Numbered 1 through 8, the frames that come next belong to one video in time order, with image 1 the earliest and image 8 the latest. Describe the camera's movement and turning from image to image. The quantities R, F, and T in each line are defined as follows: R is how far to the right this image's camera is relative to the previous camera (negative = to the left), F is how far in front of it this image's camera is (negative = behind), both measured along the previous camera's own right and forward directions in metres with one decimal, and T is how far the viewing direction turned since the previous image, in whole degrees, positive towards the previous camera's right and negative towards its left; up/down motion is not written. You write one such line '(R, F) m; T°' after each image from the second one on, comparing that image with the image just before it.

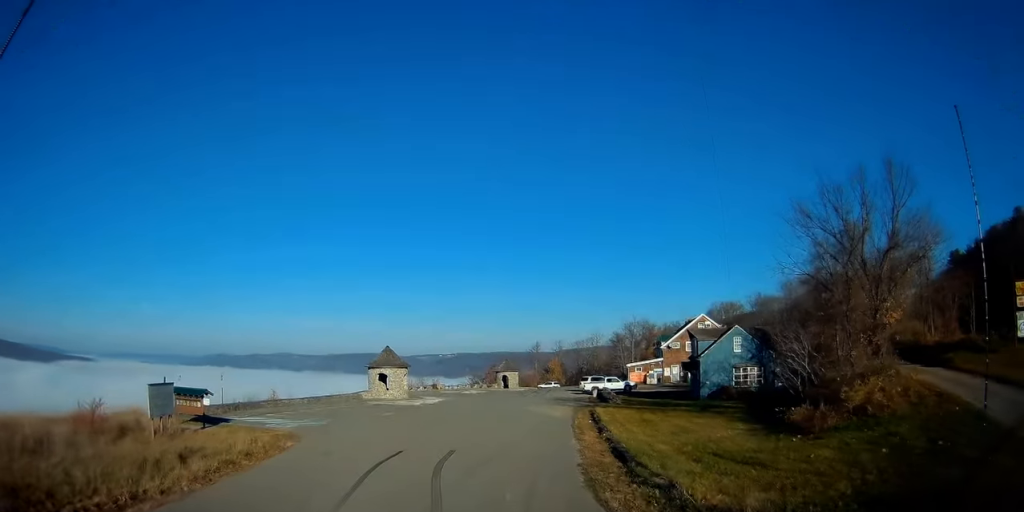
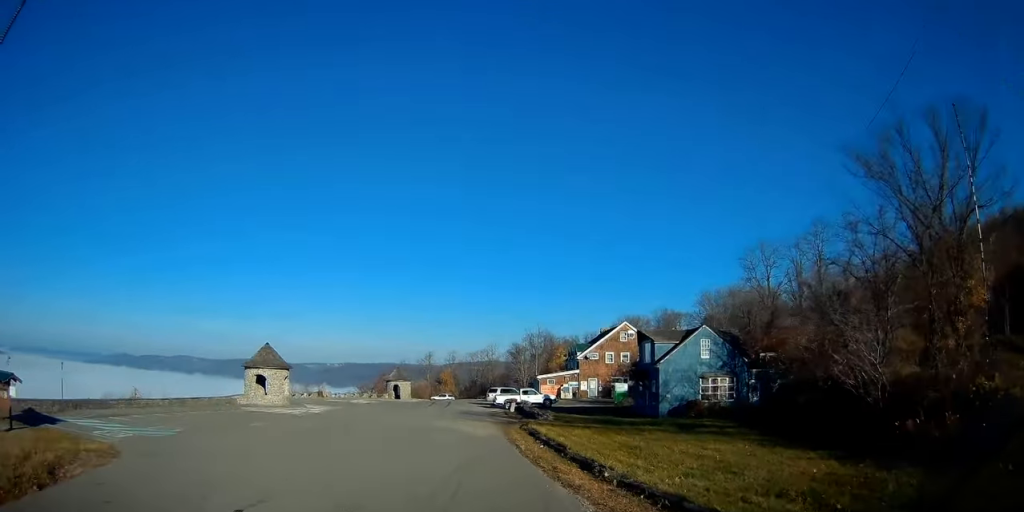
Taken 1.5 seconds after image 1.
(+1.1, +9.4) m; +12°
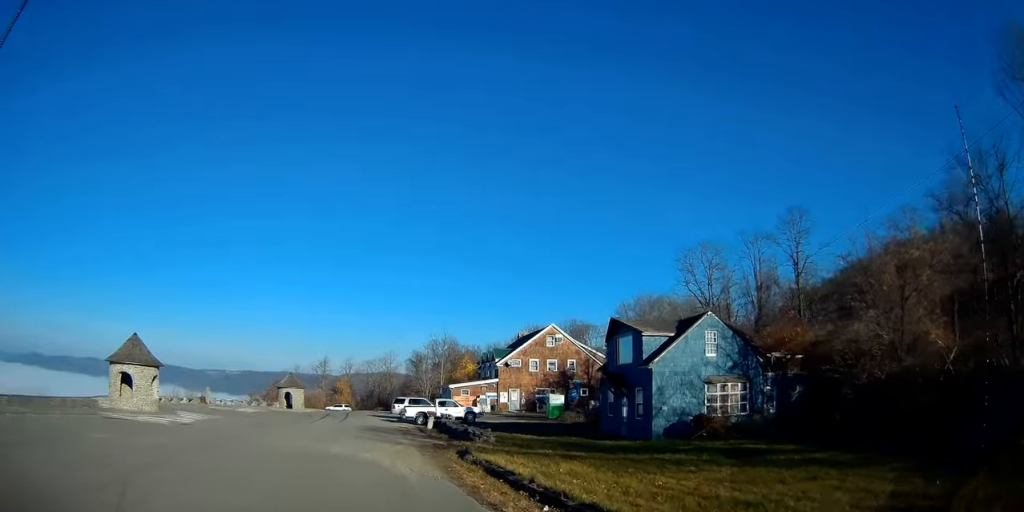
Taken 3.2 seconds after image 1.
(+1.1, +10.9) m; +10°
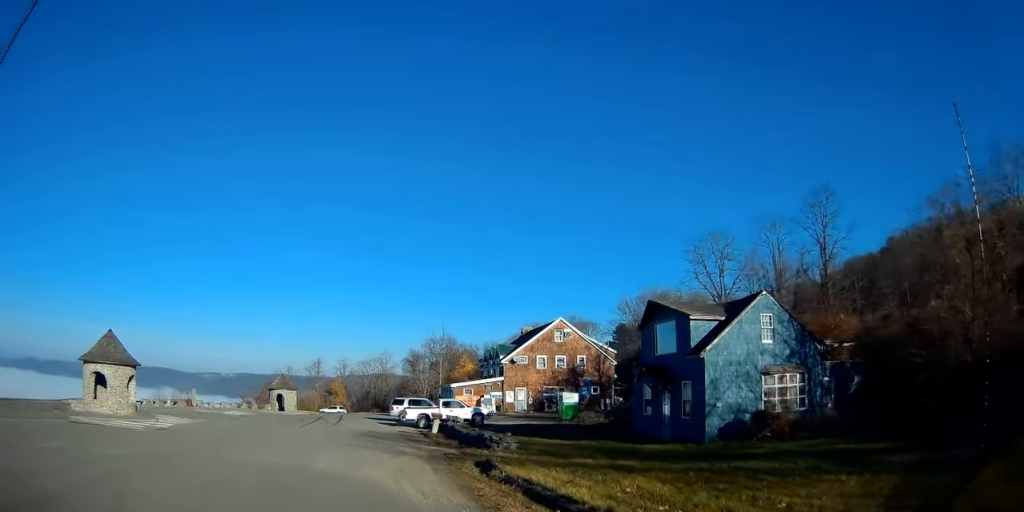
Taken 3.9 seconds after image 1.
(+0.1, +4.3) m; 0°
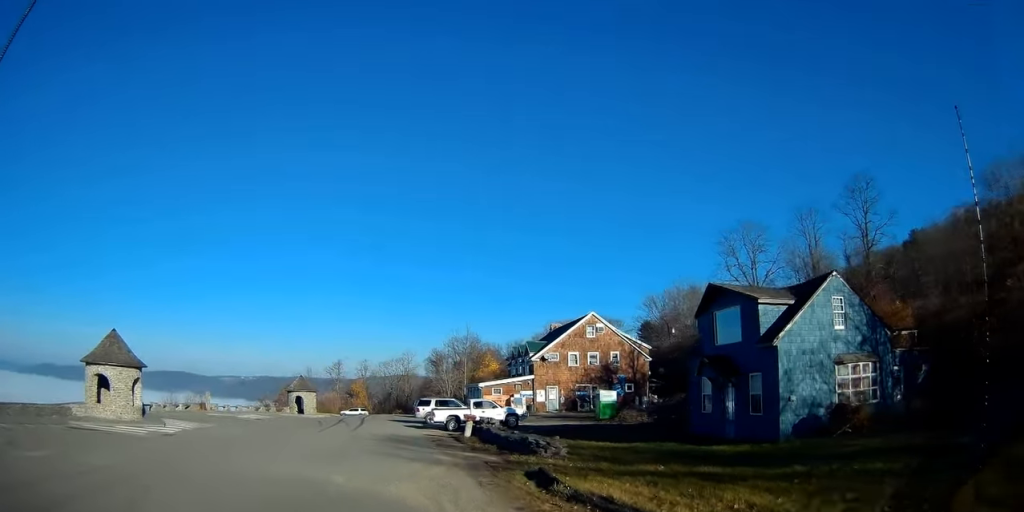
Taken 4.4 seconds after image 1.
(+0.1, +2.9) m; -1°
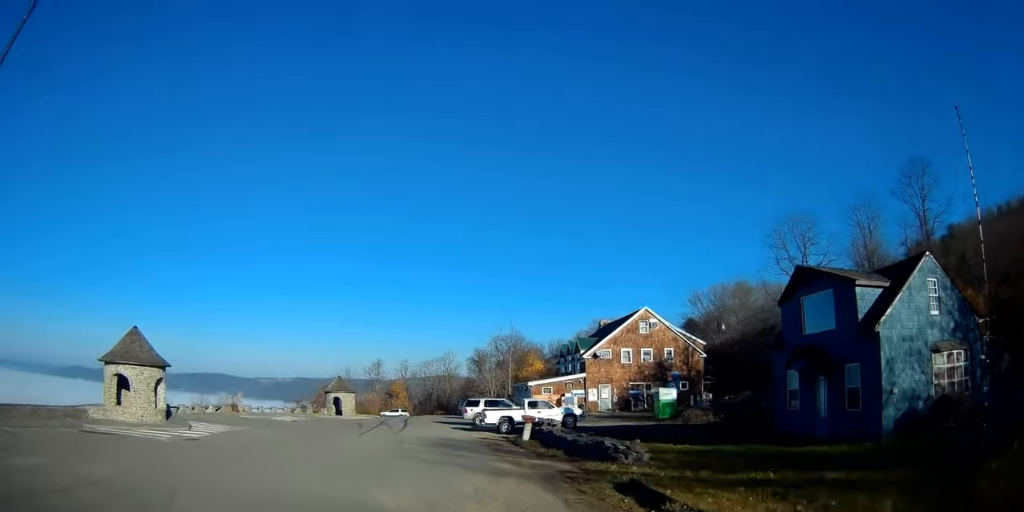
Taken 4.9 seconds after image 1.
(-0.1, +2.7) m; -5°
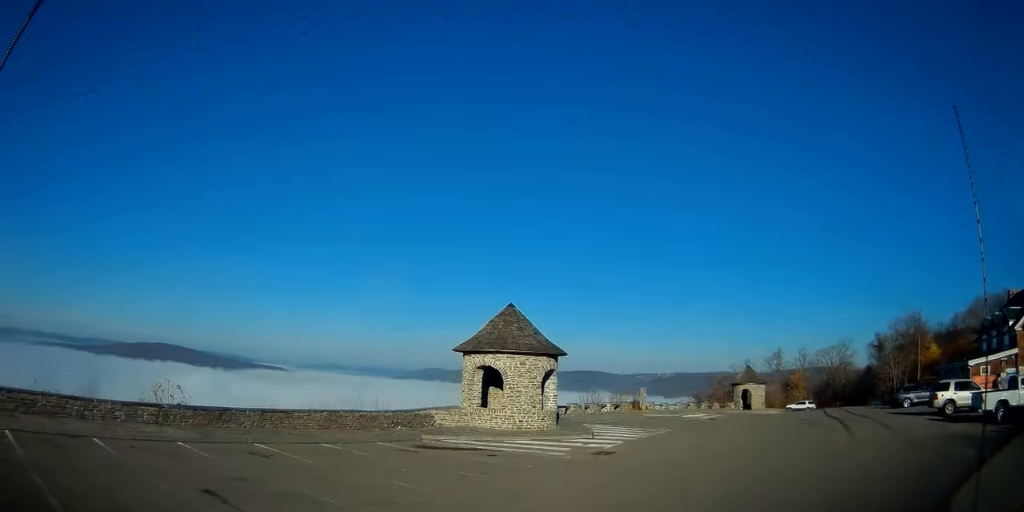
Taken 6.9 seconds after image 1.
(-2.0, +10.1) m; -30°
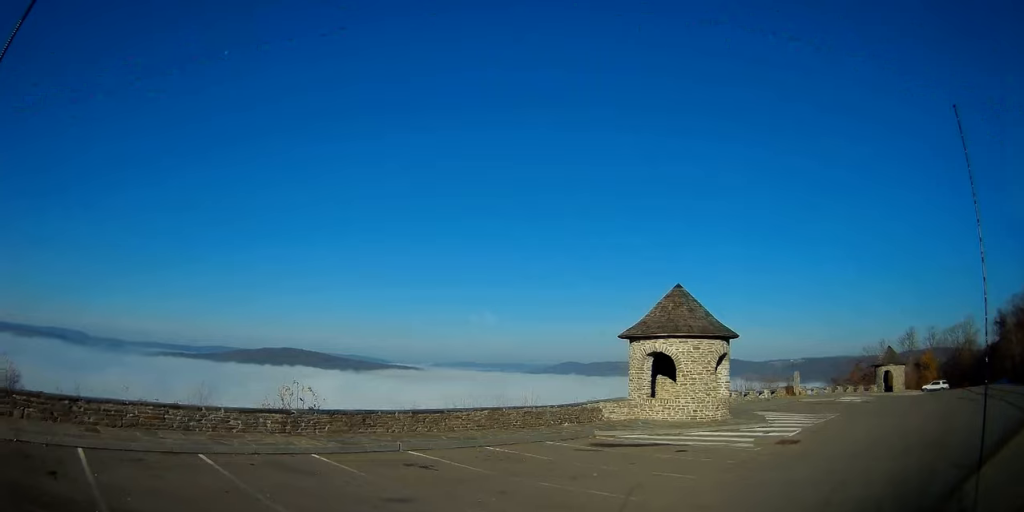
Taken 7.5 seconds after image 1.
(-0.1, +2.6) m; -15°
